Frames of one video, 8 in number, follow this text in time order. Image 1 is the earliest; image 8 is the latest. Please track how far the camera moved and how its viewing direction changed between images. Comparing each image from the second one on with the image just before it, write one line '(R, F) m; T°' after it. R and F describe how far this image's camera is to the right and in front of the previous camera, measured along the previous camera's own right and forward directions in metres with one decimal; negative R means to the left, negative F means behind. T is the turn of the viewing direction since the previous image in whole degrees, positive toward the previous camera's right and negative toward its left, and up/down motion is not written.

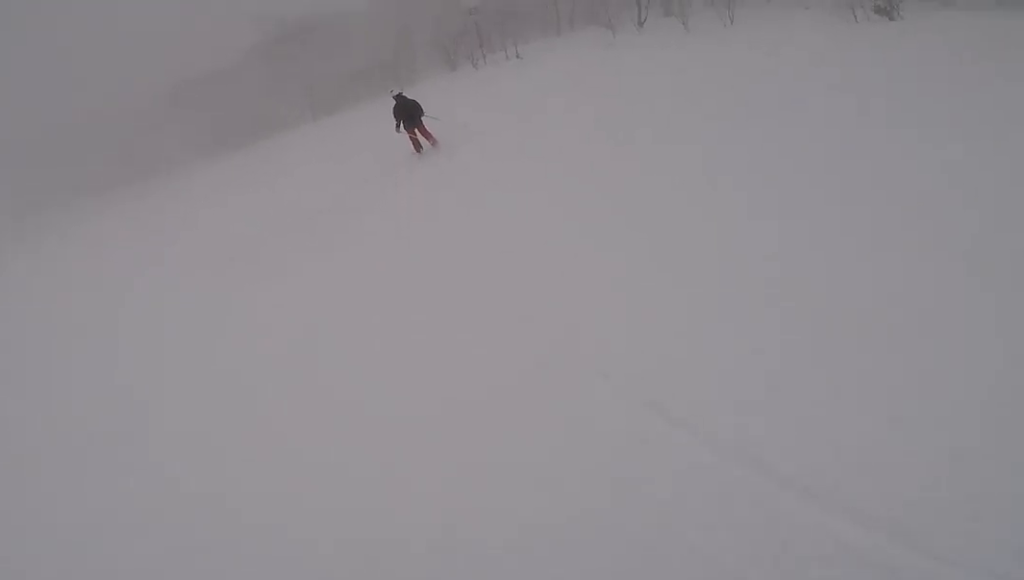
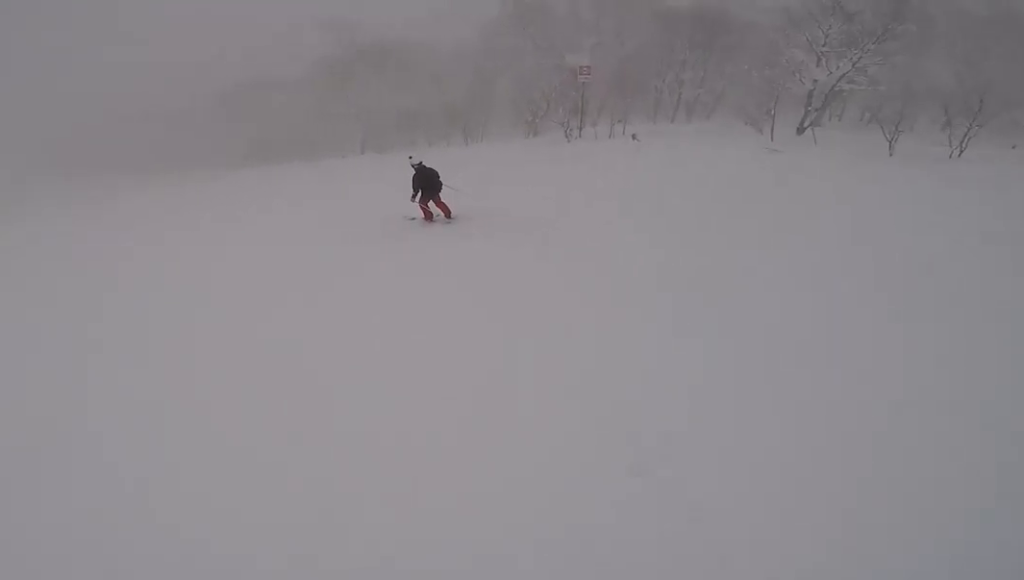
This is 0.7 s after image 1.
(-0.7, +5.2) m; -16°
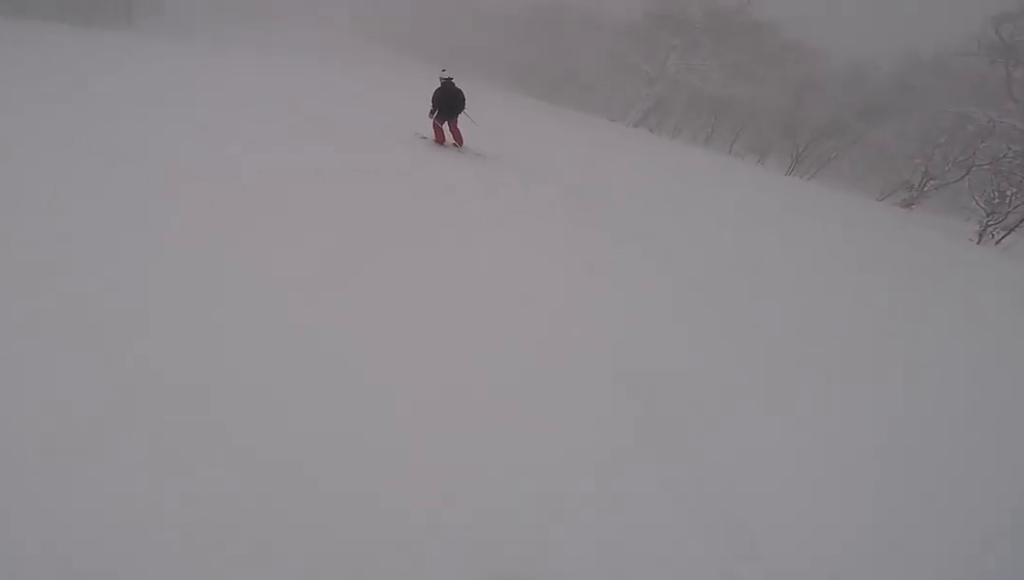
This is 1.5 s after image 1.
(-1.3, +6.1) m; -22°
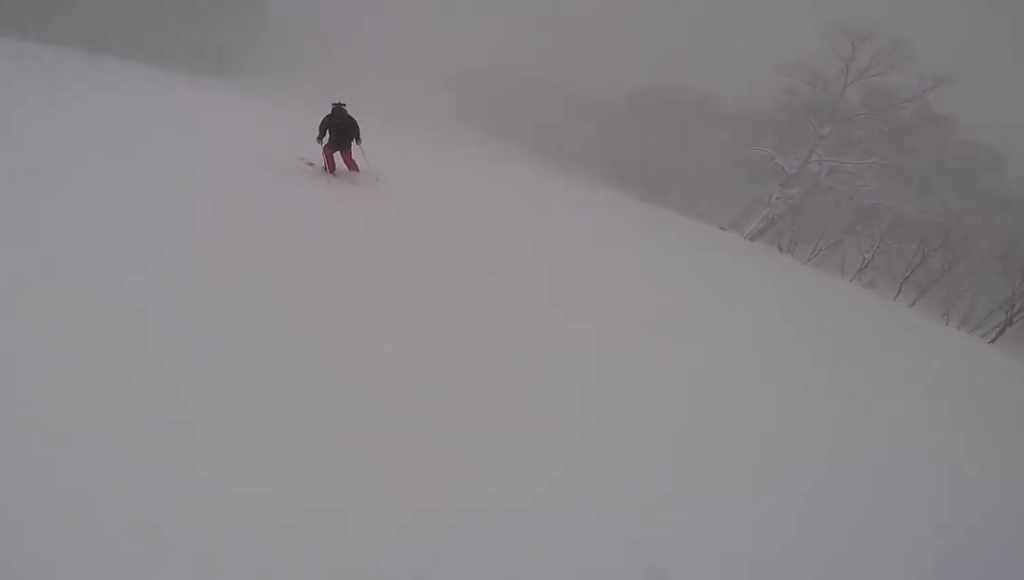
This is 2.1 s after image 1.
(-0.8, +4.3) m; -13°
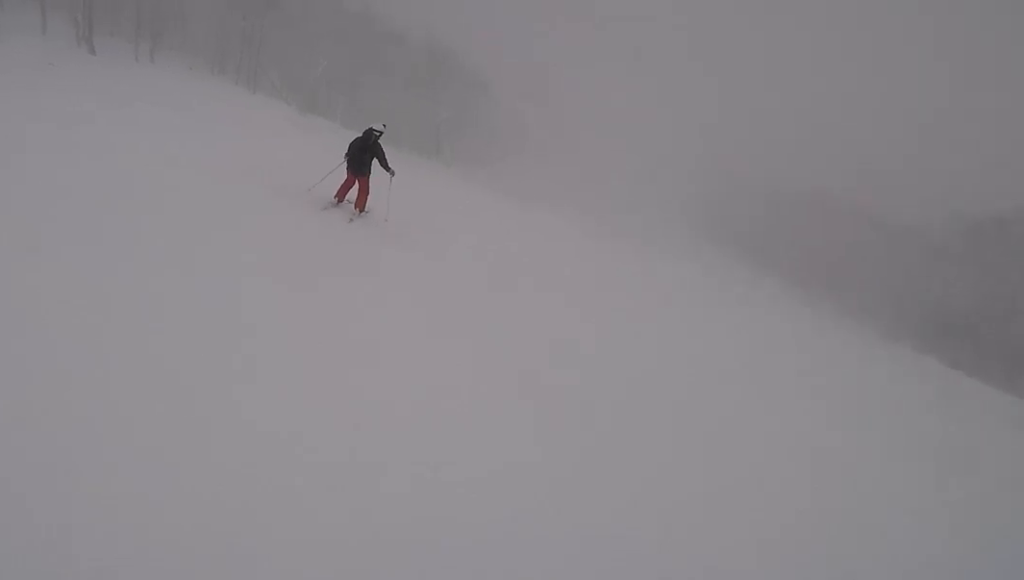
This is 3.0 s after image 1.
(-0.3, +6.4) m; -1°
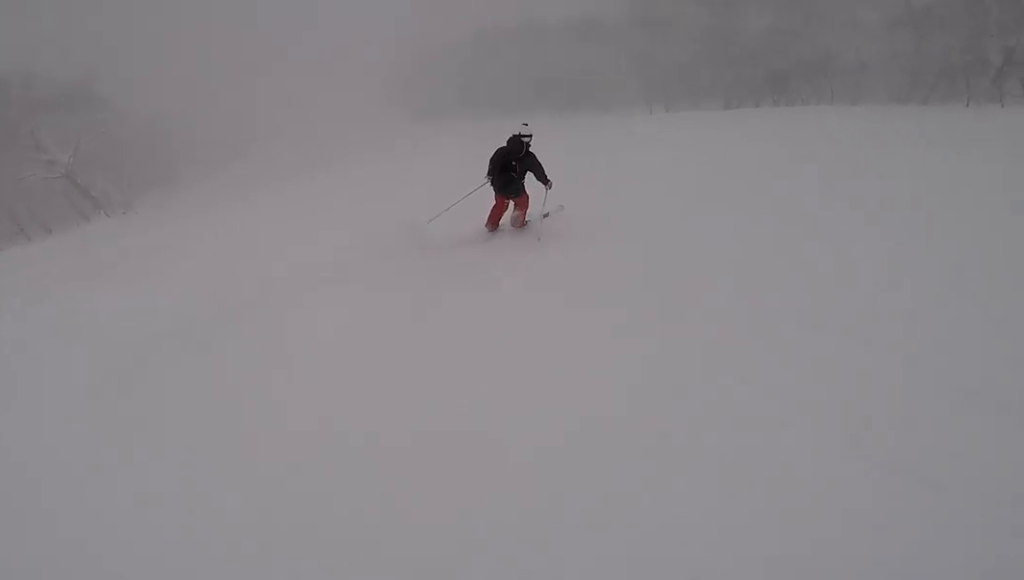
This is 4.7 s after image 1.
(+1.7, +11.5) m; +30°
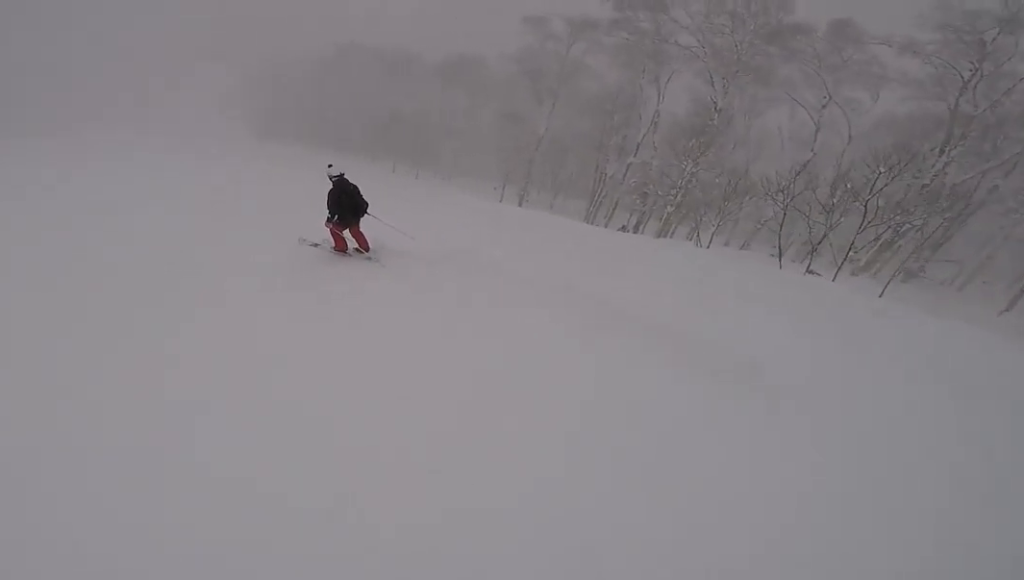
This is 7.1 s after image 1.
(+2.7, +14.4) m; -16°
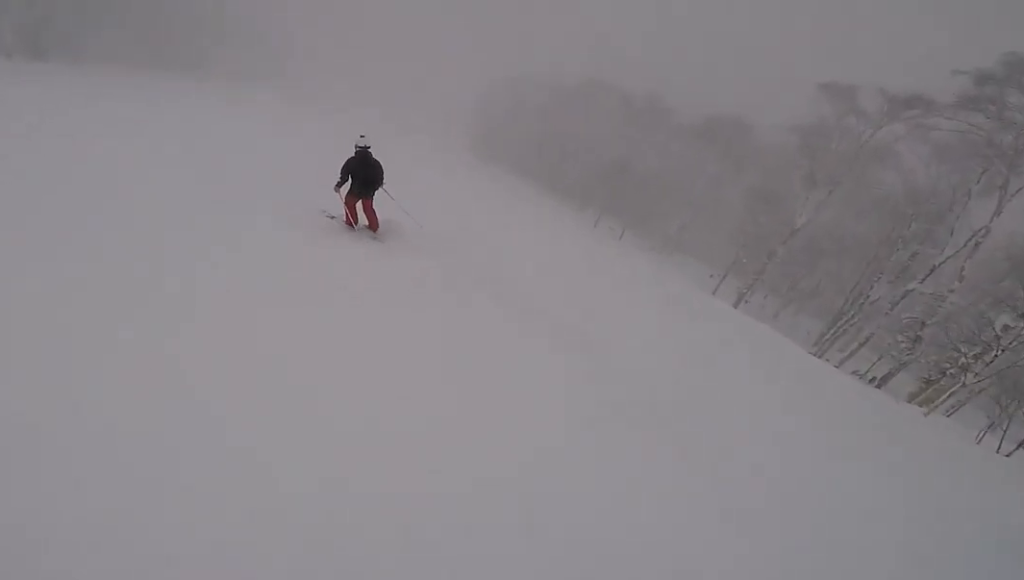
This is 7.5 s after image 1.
(-0.5, +3.0) m; -14°
